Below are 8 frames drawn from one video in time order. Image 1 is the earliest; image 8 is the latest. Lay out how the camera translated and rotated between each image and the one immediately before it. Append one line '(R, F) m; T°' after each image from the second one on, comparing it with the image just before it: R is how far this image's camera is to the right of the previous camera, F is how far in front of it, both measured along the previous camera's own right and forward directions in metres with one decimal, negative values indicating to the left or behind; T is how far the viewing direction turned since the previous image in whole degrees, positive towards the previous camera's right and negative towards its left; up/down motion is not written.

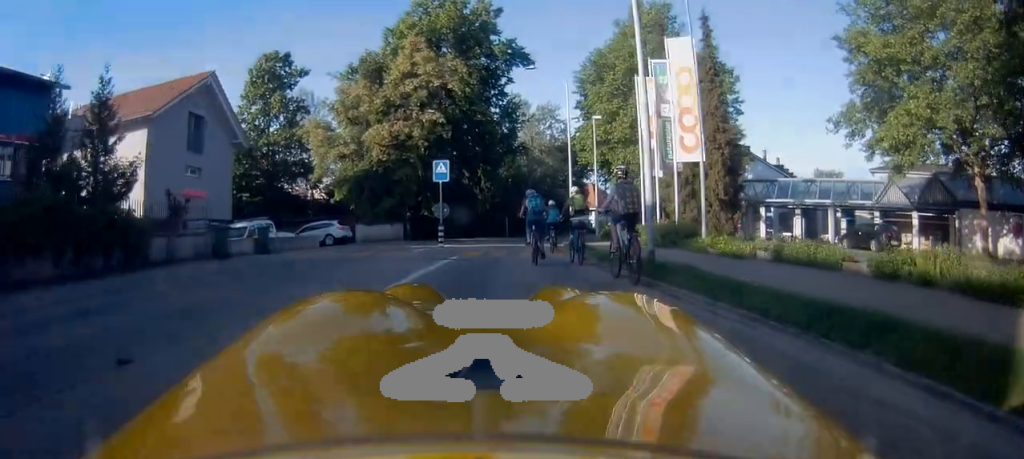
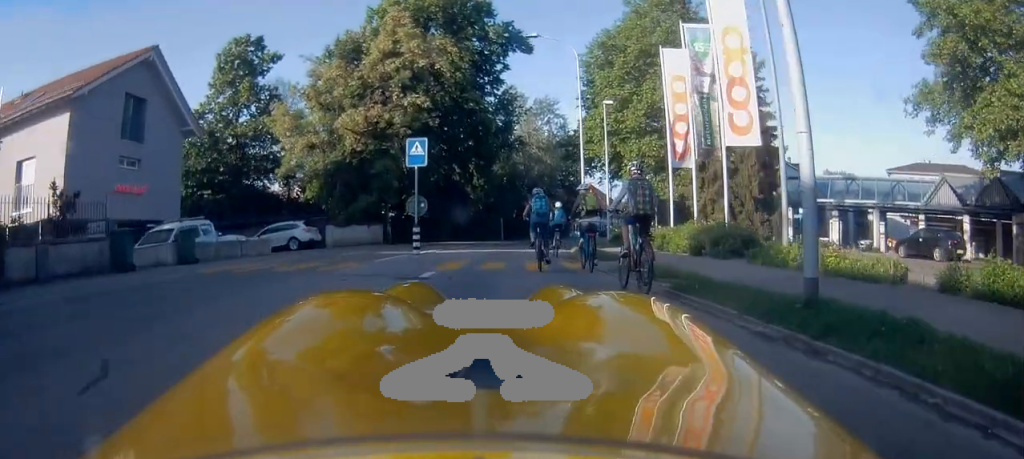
(+0.1, +5.6) m; 0°
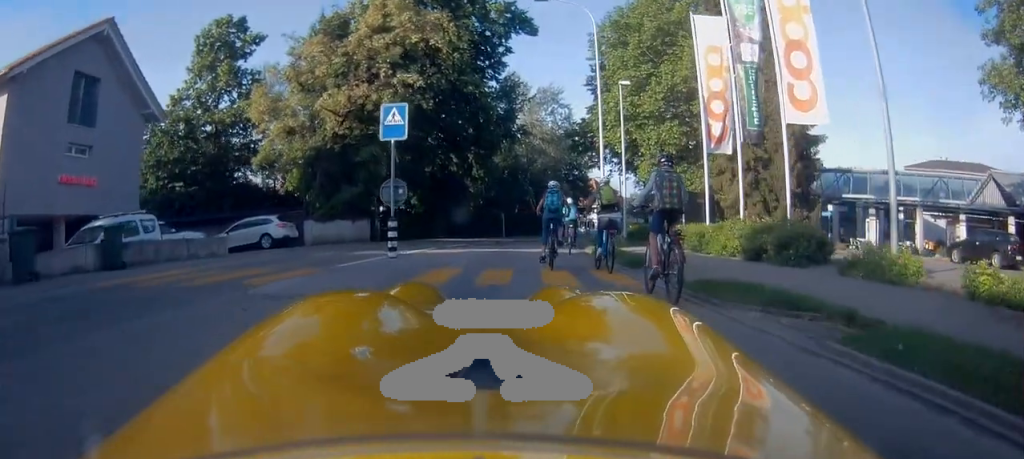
(0.0, +4.0) m; 0°
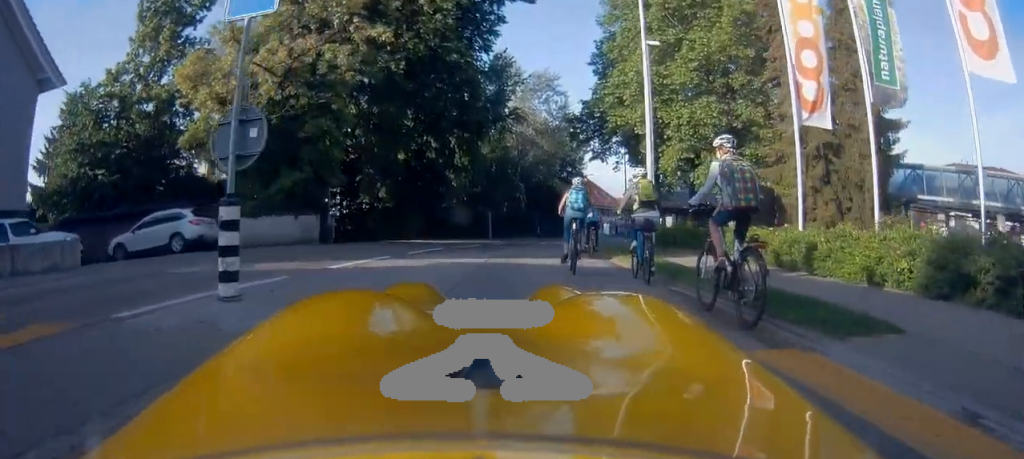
(0.0, +7.3) m; +1°
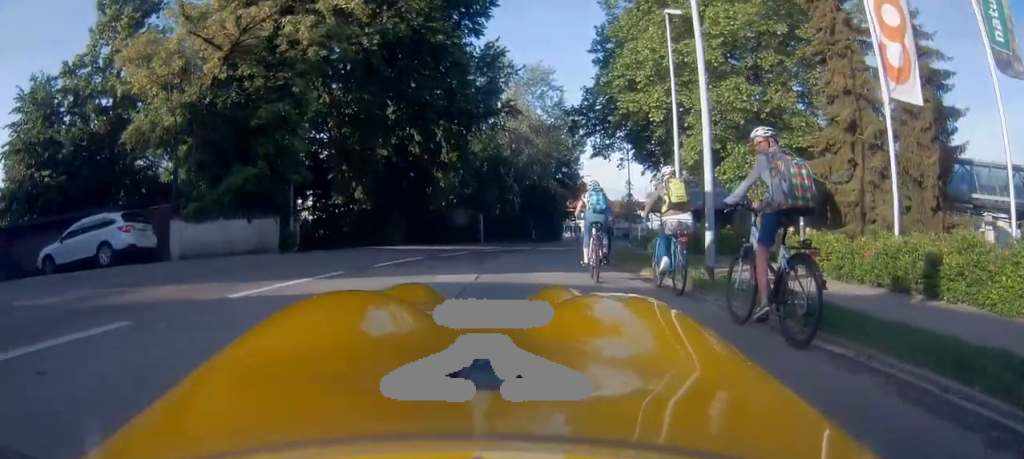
(+0.1, +4.0) m; +1°
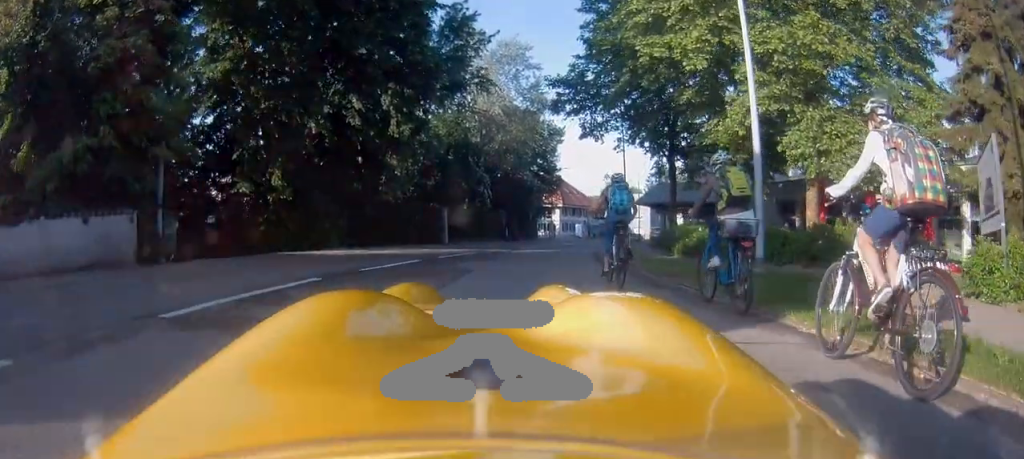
(+0.1, +7.6) m; +1°
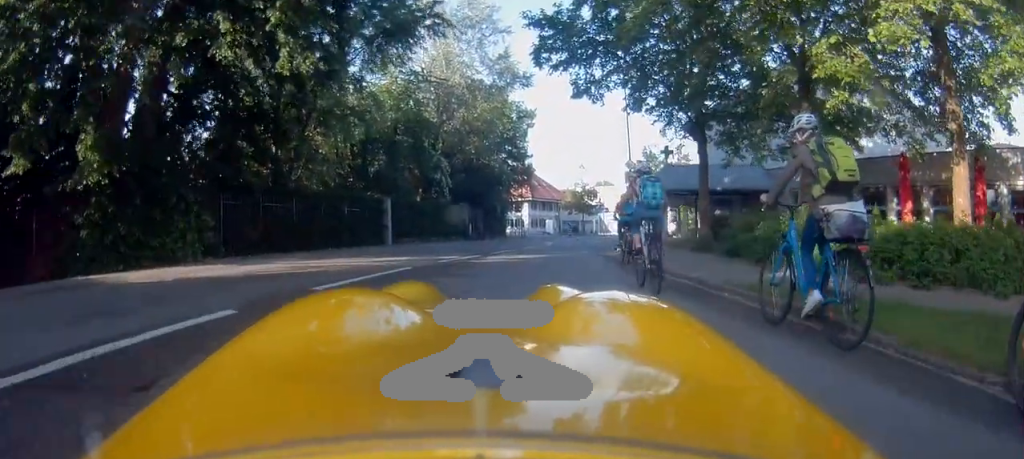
(0.0, +9.3) m; 0°
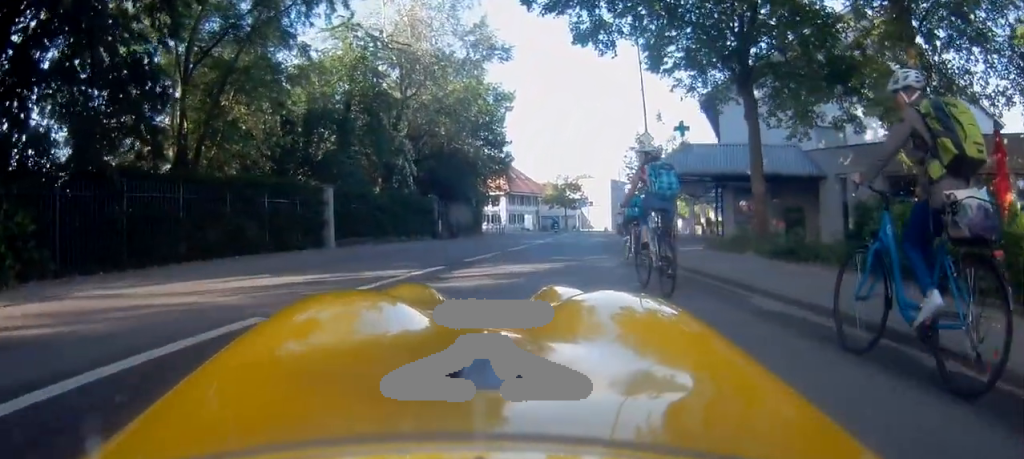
(+0.1, +6.3) m; +3°
